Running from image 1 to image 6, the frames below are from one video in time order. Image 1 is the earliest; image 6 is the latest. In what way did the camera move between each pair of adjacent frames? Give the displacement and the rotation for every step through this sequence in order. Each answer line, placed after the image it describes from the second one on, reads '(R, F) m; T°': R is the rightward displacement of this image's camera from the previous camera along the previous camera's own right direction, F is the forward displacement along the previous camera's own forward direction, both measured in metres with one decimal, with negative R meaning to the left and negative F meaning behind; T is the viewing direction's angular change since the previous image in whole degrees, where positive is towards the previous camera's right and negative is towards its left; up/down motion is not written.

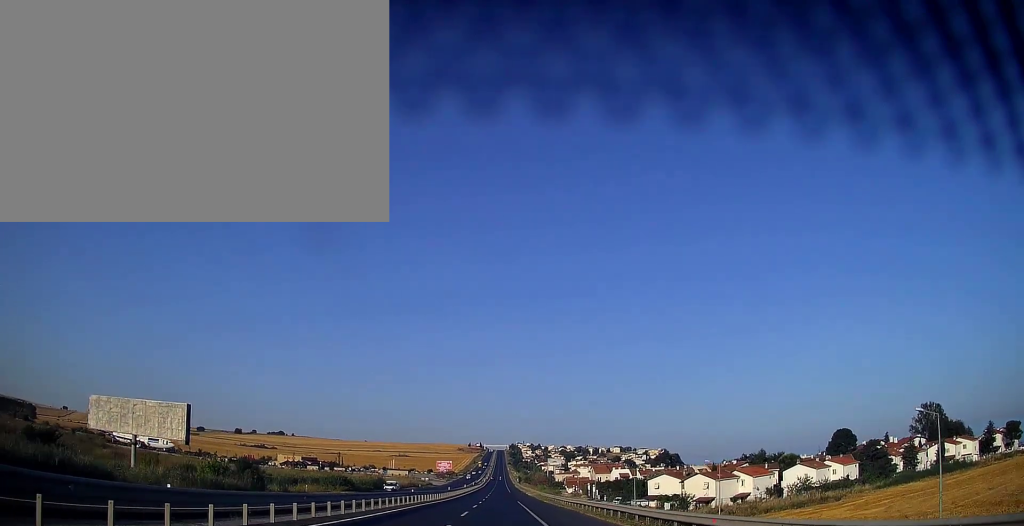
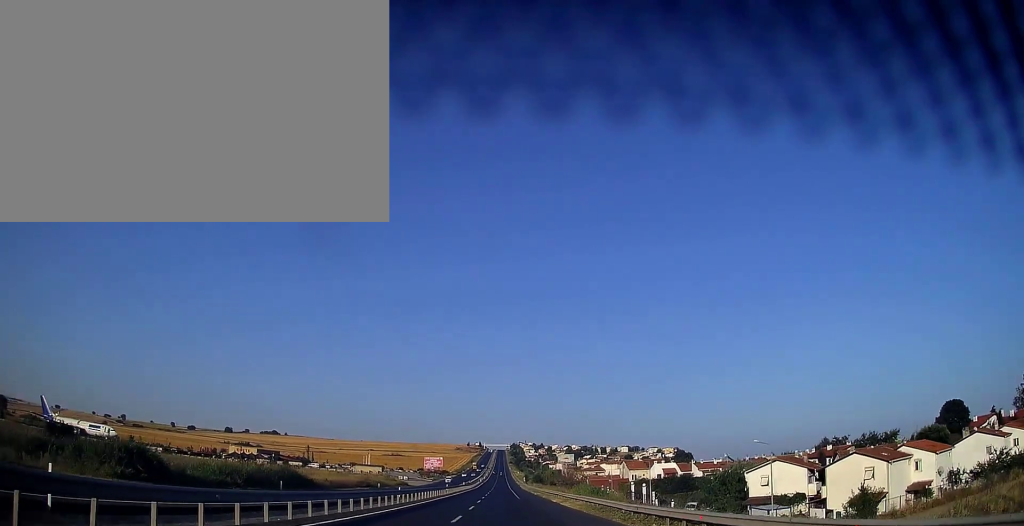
(-0.1, +54.9) m; -1°
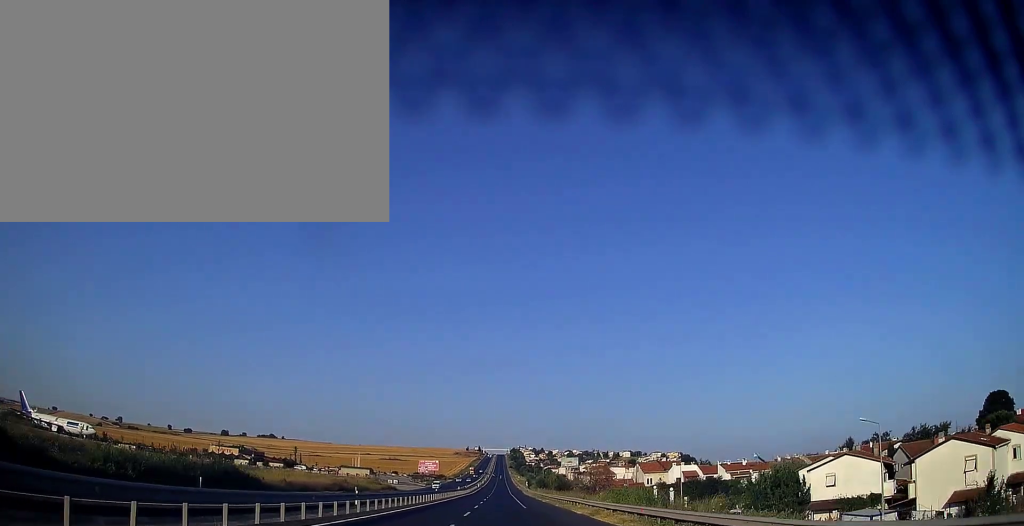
(0.0, +16.8) m; 0°
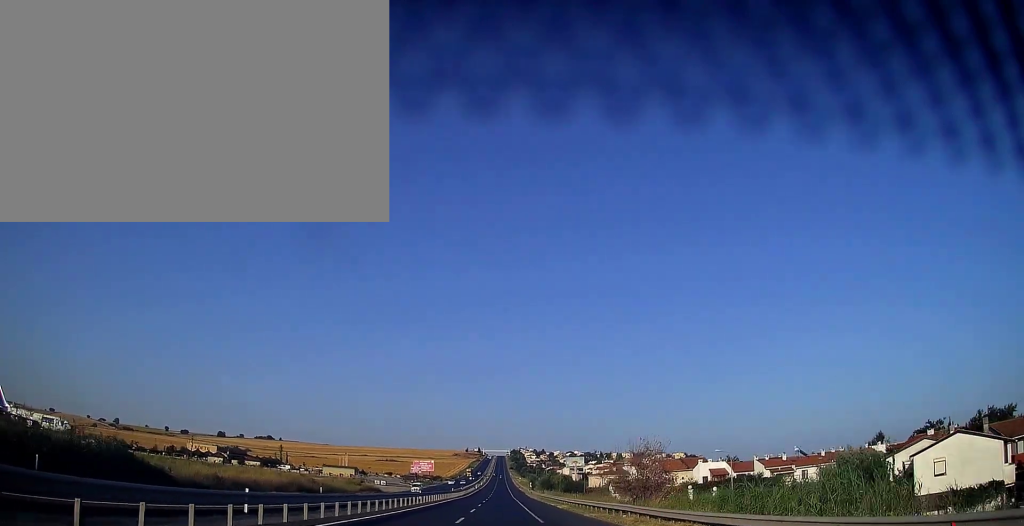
(0.0, +17.9) m; 0°
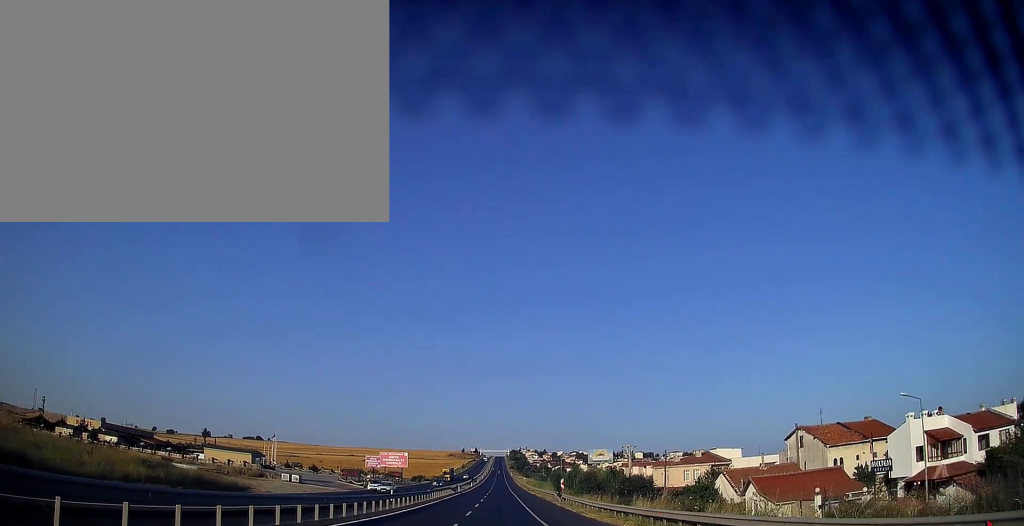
(+0.6, +64.8) m; +1°
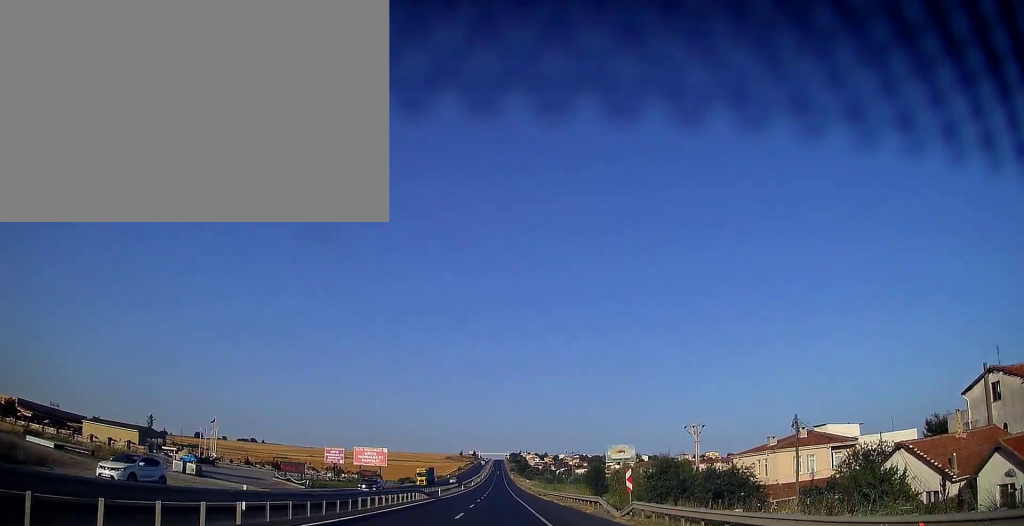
(-0.2, +30.8) m; 0°
